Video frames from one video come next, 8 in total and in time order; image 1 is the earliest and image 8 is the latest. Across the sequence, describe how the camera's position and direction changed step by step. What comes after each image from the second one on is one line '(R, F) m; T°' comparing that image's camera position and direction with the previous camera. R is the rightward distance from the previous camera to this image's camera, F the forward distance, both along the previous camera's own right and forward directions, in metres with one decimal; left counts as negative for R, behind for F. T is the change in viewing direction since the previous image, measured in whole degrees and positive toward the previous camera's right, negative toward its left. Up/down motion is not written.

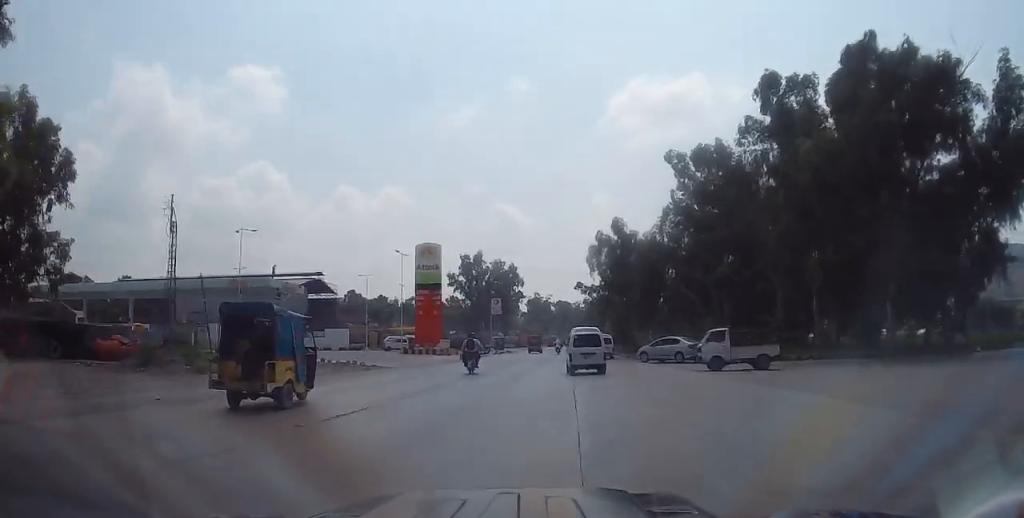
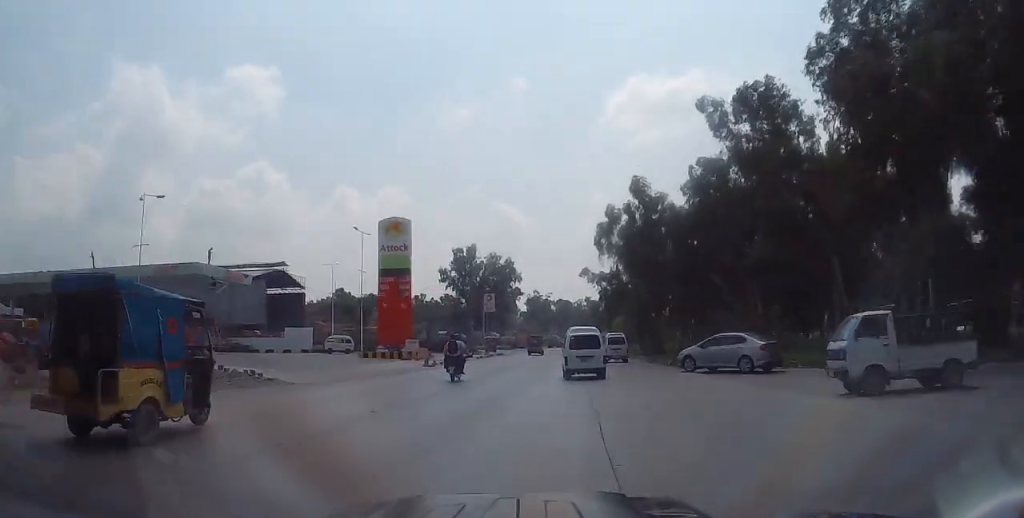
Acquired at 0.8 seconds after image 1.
(+0.1, +12.8) m; 0°
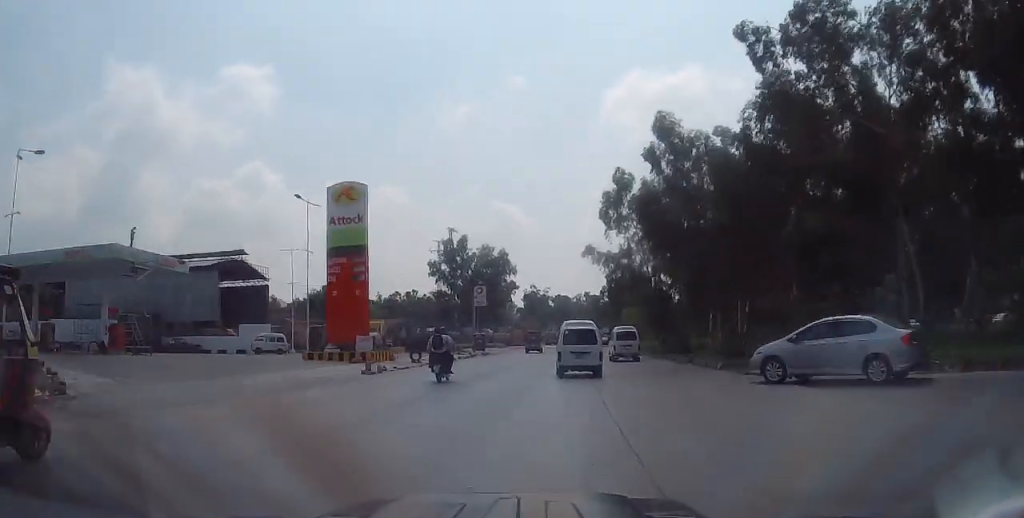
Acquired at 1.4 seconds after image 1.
(+0.2, +10.4) m; 0°
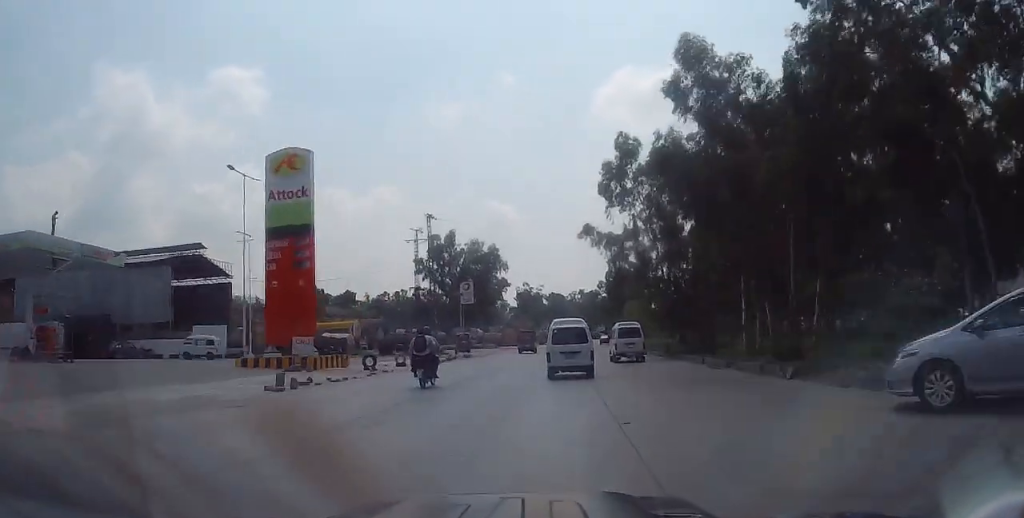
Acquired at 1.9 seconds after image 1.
(-0.4, +7.4) m; +1°
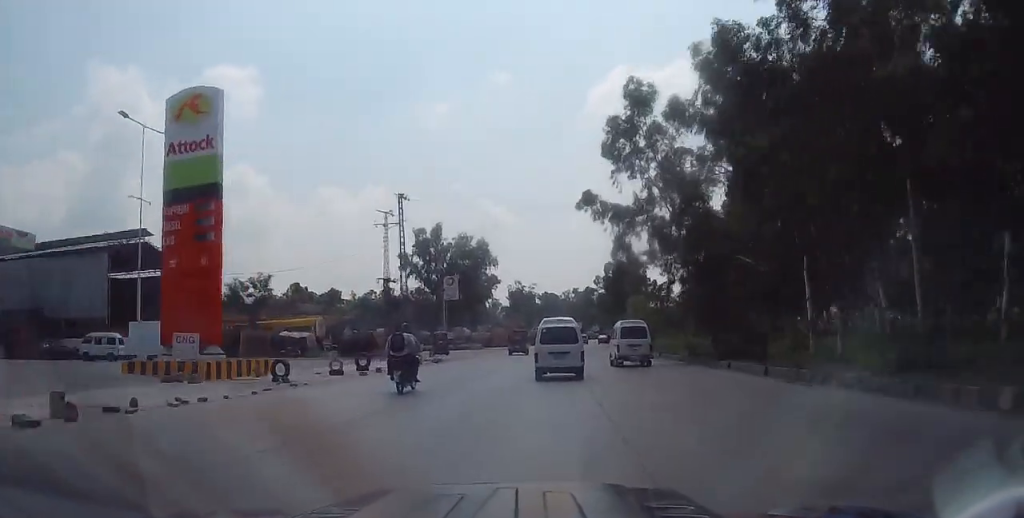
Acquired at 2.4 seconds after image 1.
(-0.2, +8.4) m; +1°
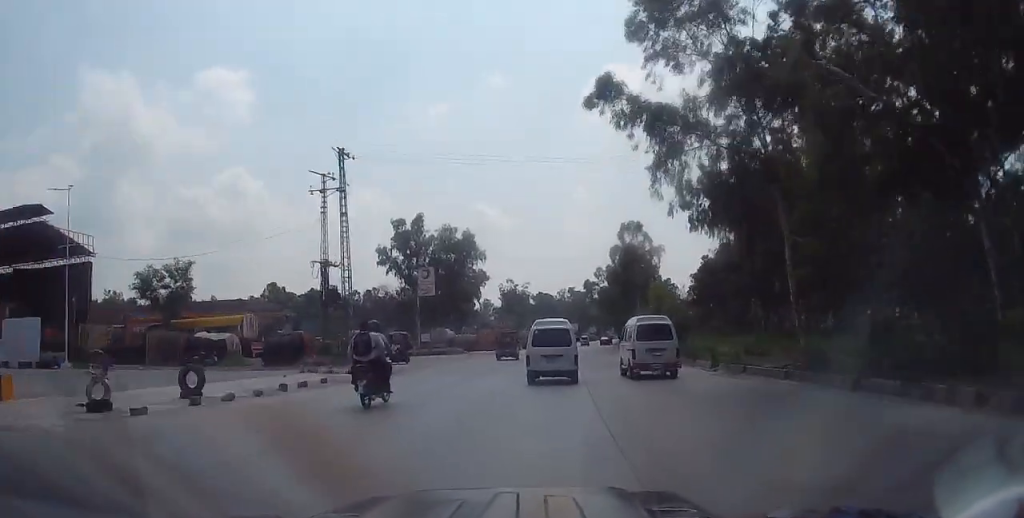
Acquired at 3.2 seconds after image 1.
(+0.9, +12.6) m; +3°
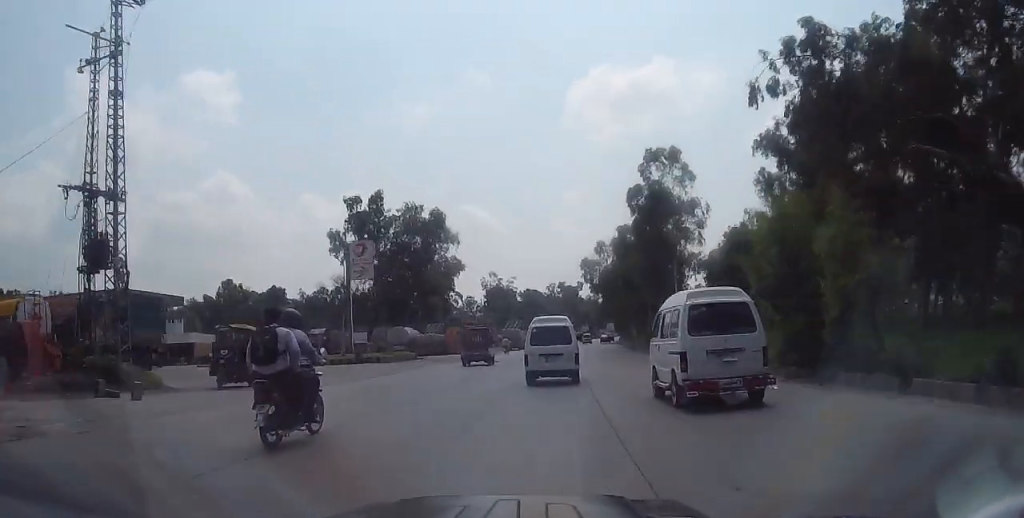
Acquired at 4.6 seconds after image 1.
(-0.5, +19.5) m; -3°
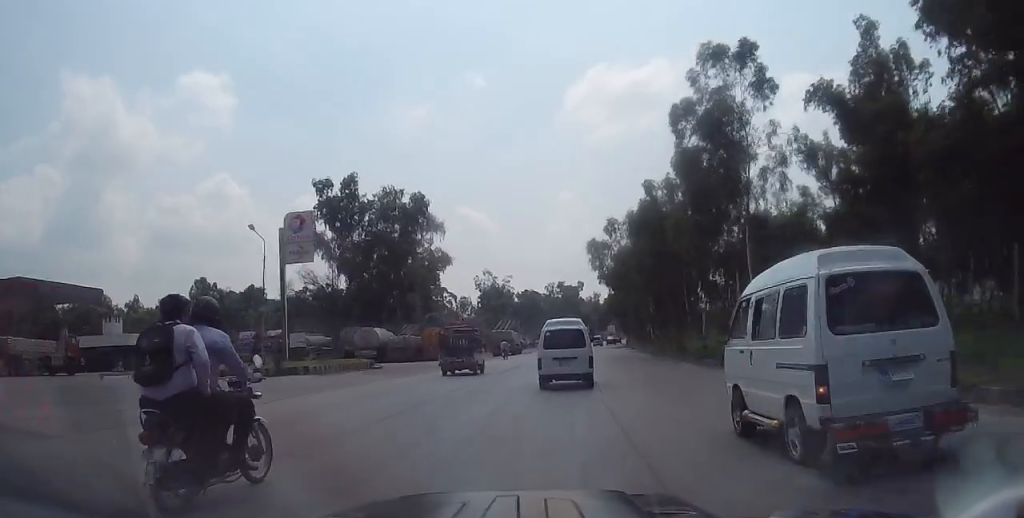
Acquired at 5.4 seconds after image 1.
(-0.3, +12.0) m; 0°
